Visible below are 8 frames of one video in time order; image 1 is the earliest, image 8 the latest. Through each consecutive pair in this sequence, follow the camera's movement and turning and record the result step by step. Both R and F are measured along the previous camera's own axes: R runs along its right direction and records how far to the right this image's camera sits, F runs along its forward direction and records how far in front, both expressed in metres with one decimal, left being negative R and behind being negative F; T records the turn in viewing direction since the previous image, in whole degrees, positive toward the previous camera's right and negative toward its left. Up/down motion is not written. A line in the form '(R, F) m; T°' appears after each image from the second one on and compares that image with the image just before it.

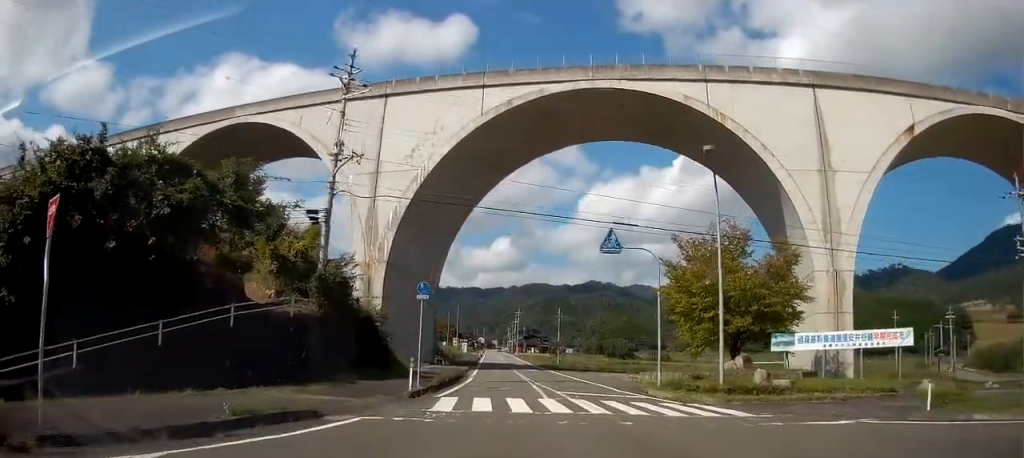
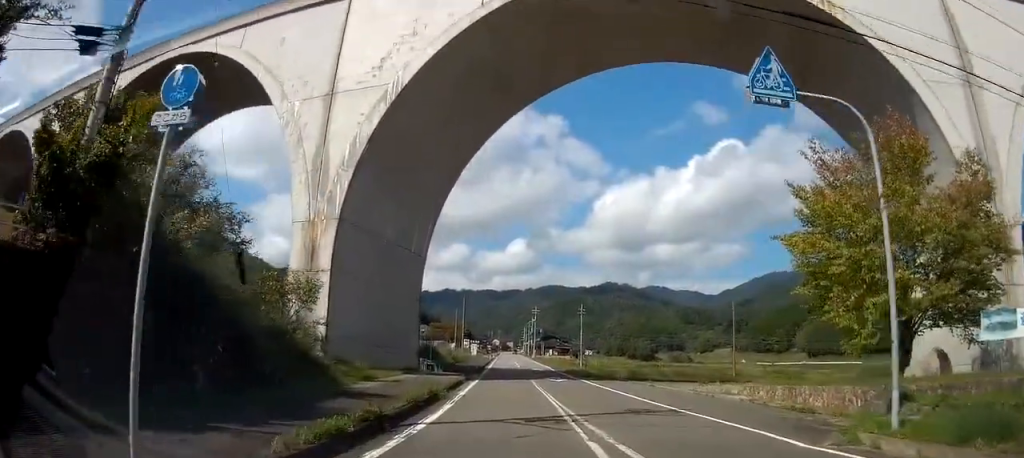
(+0.1, +15.9) m; 0°
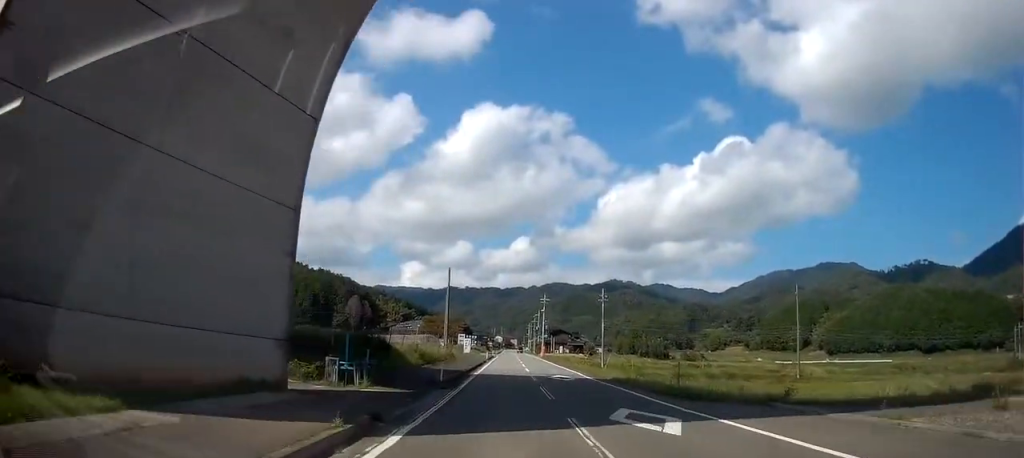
(0.0, +23.0) m; -1°
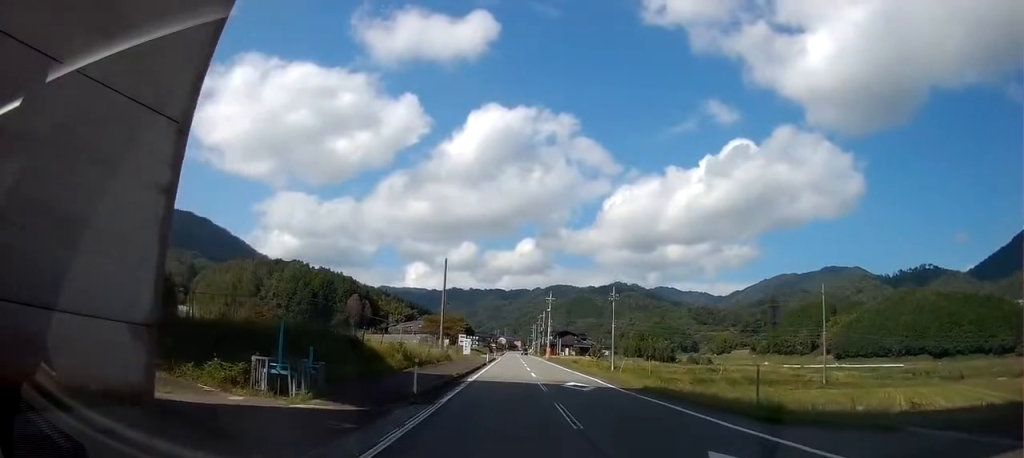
(0.0, +6.3) m; 0°
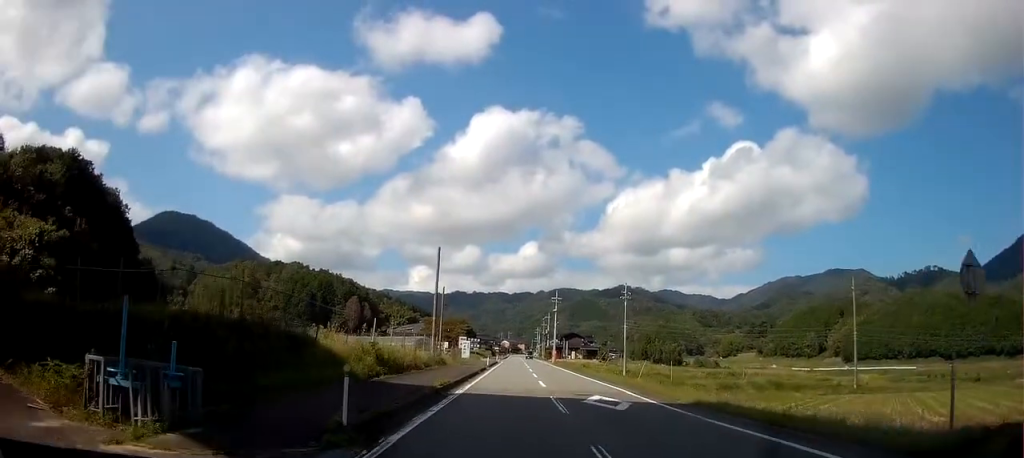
(-0.1, +6.8) m; 0°
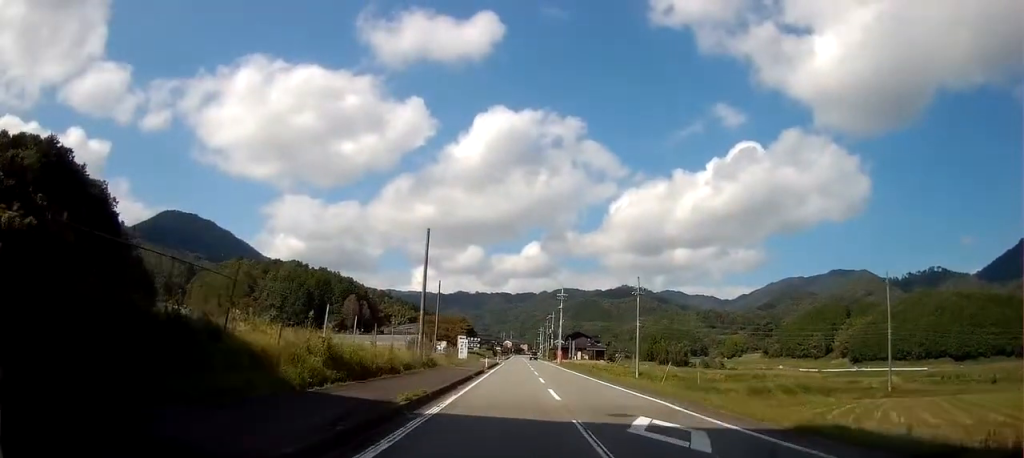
(0.0, +6.5) m; 0°
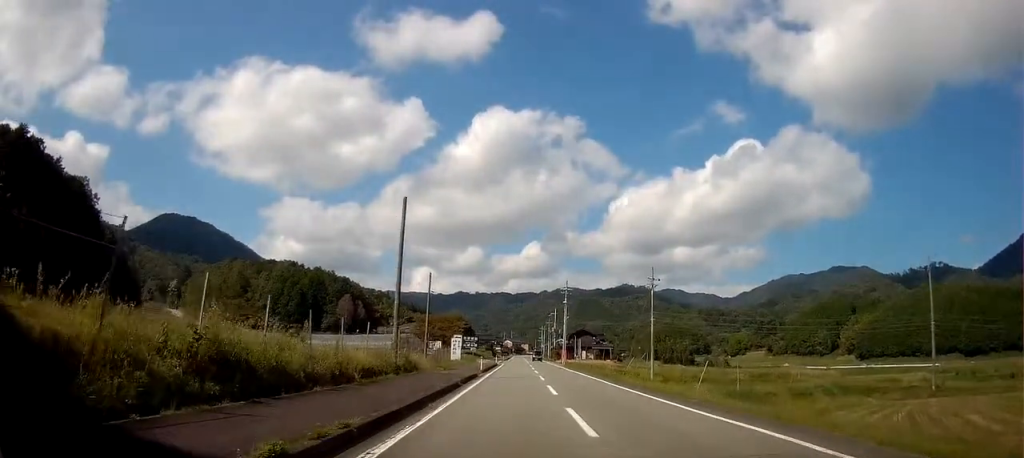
(+0.2, +7.5) m; 0°
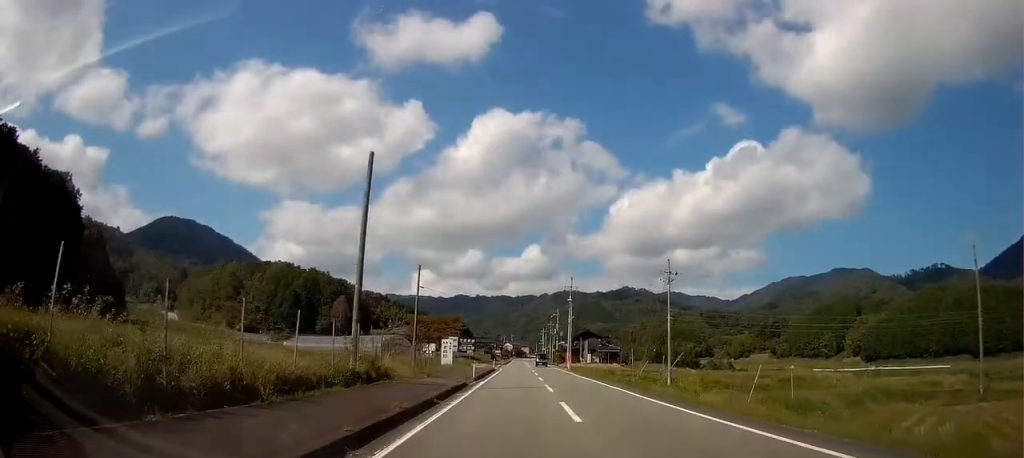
(0.0, +6.8) m; 0°
